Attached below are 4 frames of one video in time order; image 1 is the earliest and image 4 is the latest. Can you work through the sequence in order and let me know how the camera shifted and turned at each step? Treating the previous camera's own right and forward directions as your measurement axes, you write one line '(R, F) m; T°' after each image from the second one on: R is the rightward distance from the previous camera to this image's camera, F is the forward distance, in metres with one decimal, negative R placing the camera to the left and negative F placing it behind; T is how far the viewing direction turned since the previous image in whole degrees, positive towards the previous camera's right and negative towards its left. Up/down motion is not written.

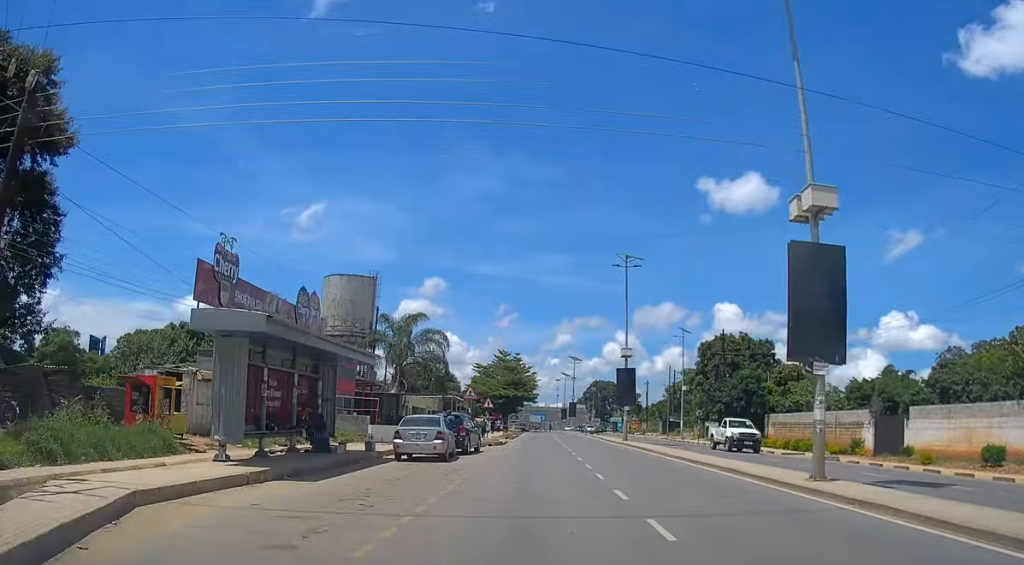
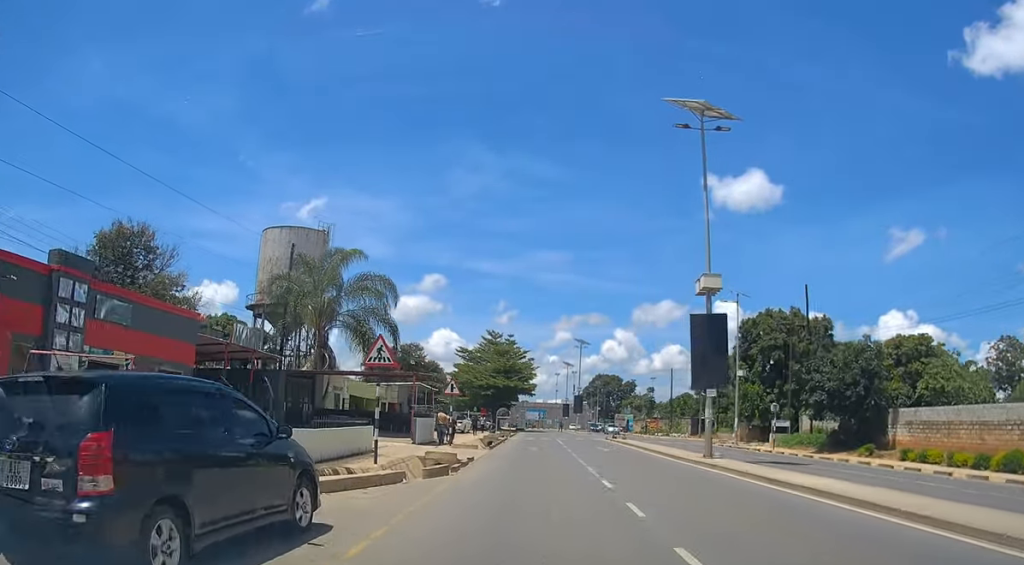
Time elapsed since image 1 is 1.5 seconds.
(-0.1, +22.5) m; 0°
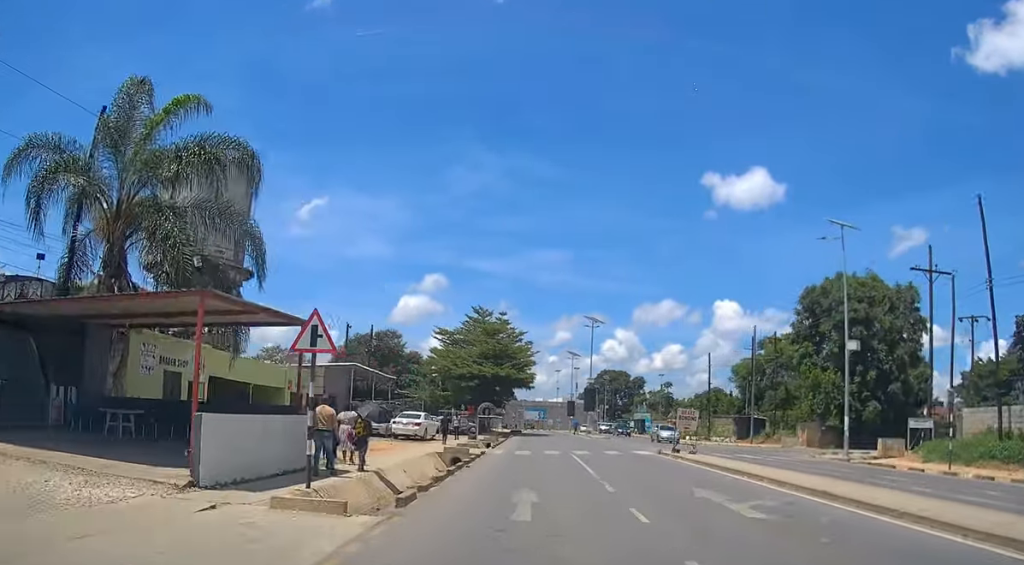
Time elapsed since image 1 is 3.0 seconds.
(+0.1, +20.8) m; 0°
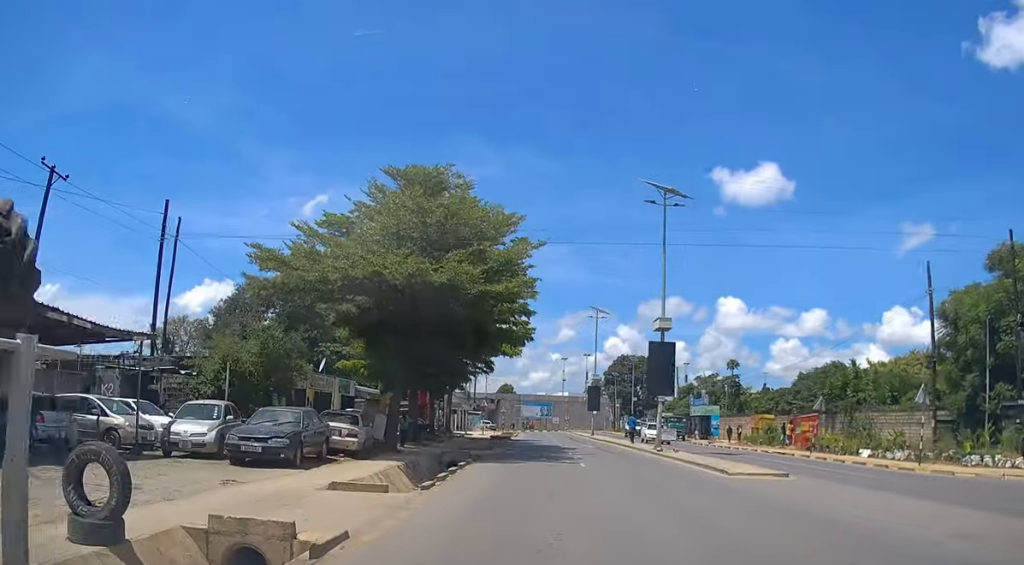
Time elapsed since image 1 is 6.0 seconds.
(-0.3, +42.3) m; -1°
